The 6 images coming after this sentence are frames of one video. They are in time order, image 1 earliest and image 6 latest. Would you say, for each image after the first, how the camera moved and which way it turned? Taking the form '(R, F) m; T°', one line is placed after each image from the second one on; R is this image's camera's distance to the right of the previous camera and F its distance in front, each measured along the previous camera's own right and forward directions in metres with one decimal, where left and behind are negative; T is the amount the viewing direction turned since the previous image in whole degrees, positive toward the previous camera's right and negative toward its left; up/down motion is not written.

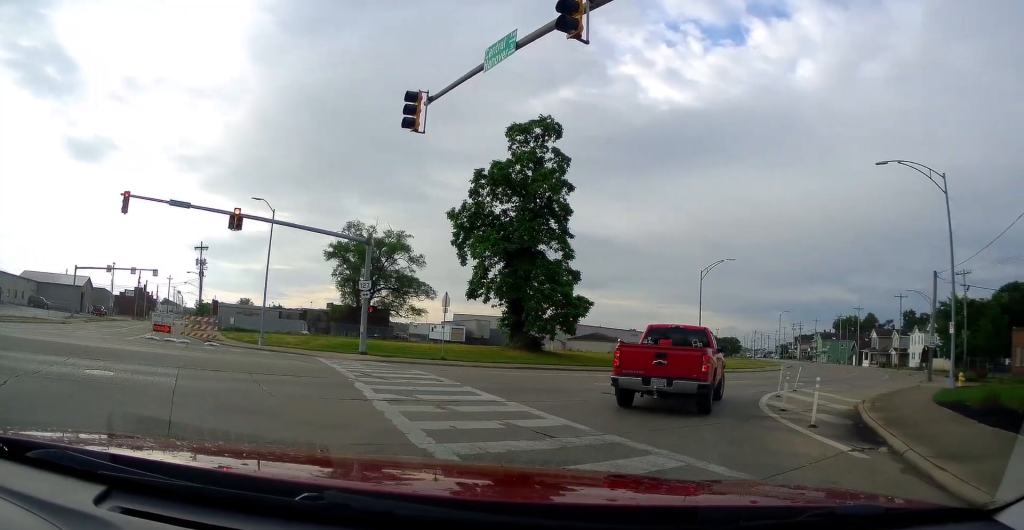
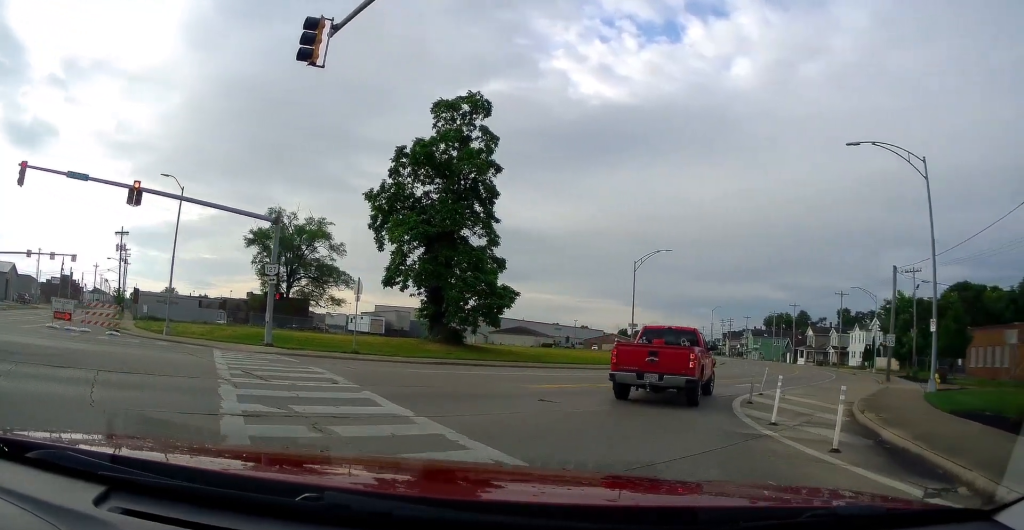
(0.0, +3.1) m; +6°
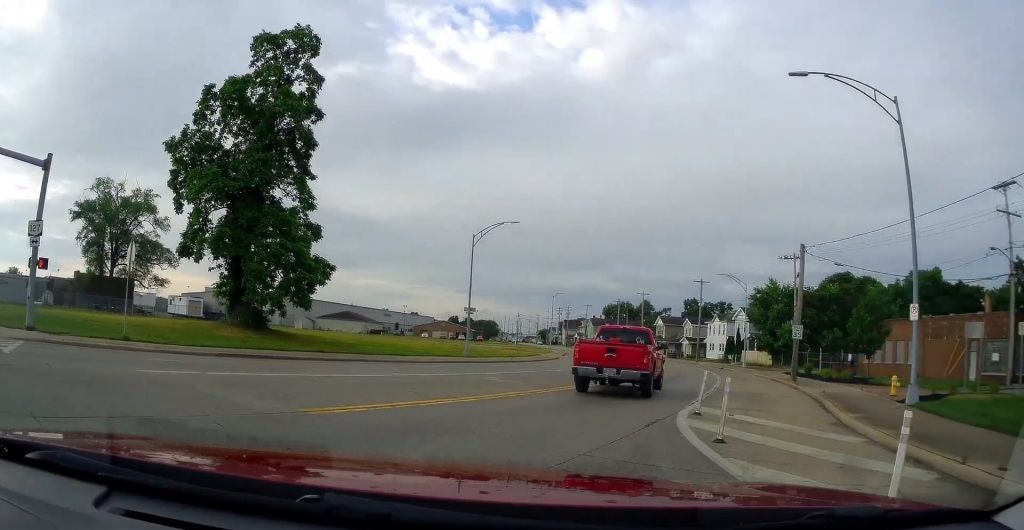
(+0.6, +6.6) m; +11°
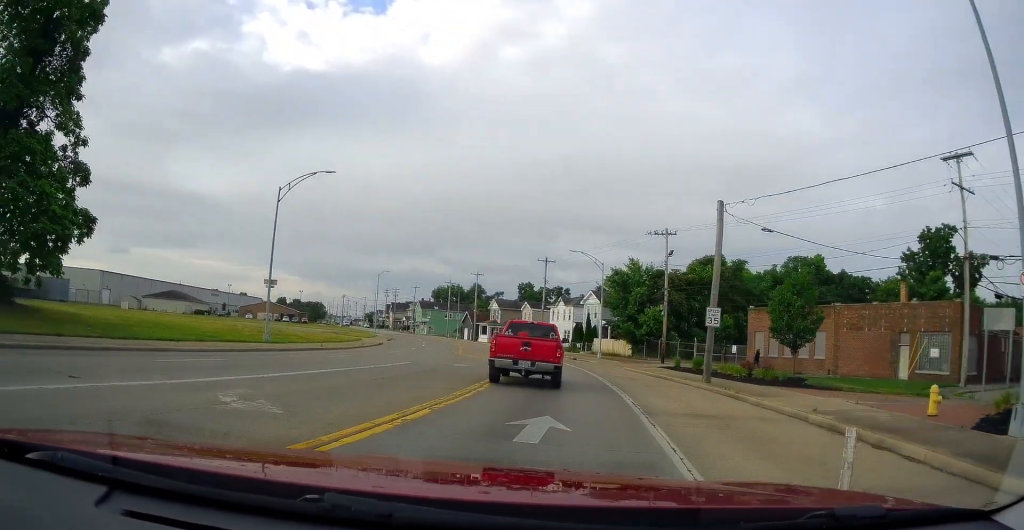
(+0.9, +9.4) m; +13°
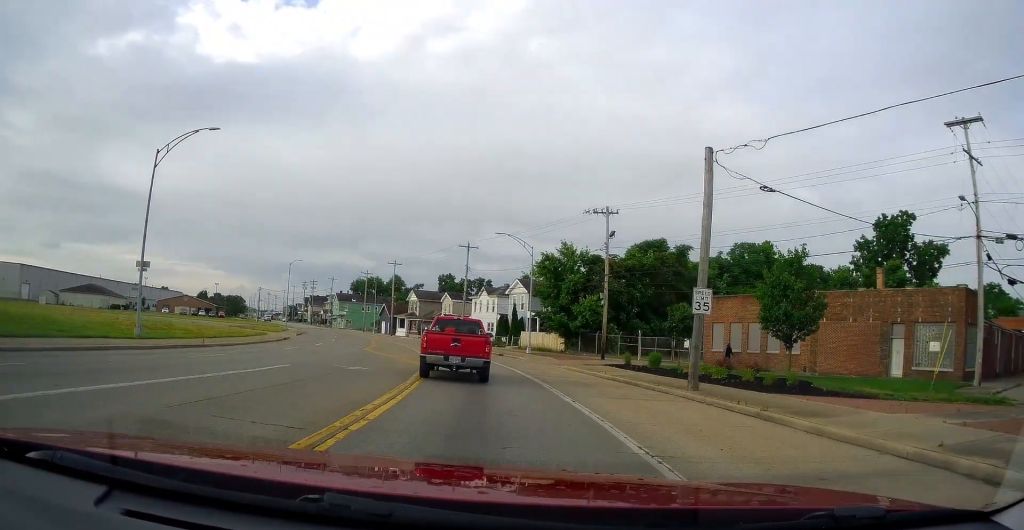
(+0.9, +6.7) m; +2°
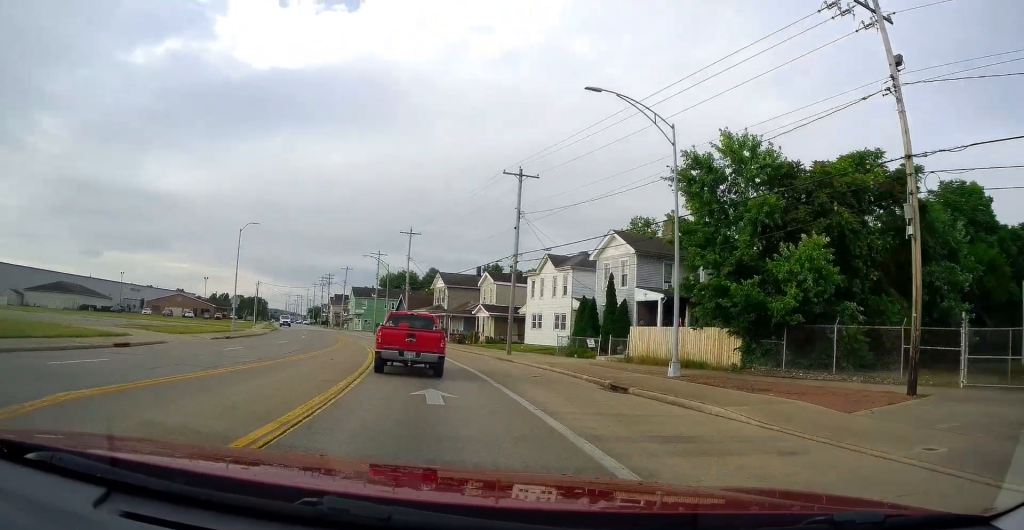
(-1.6, +31.8) m; -3°
